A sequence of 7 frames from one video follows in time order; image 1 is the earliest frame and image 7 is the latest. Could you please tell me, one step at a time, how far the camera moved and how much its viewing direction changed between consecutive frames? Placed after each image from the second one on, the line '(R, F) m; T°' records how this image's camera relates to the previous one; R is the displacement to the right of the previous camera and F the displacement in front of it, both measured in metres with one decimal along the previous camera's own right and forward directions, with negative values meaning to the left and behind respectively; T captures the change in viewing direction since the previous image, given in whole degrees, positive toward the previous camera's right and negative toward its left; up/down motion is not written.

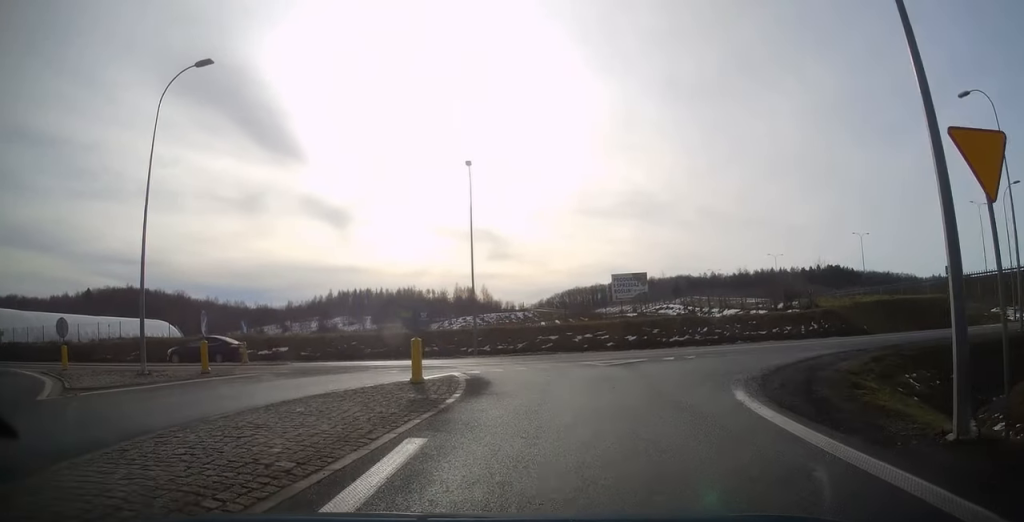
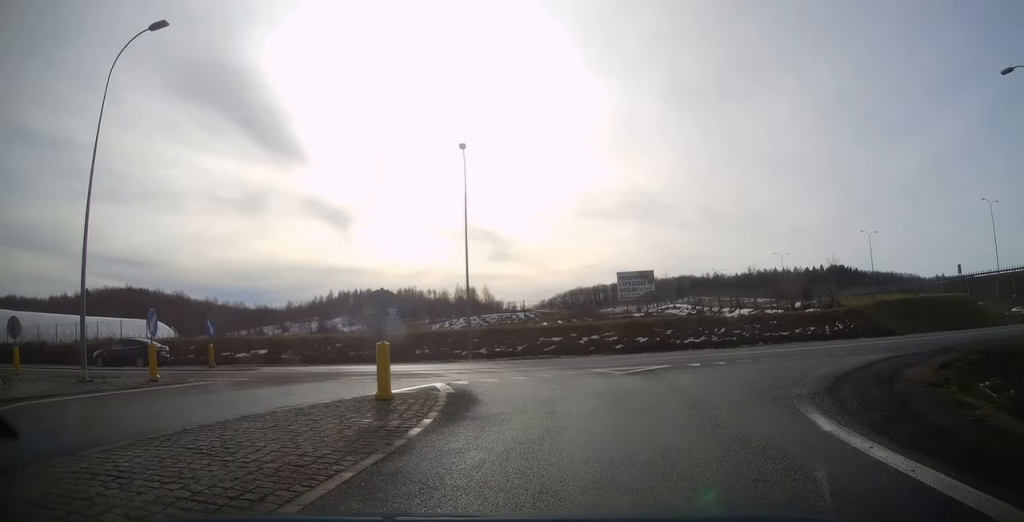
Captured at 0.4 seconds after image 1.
(0.0, +3.4) m; 0°
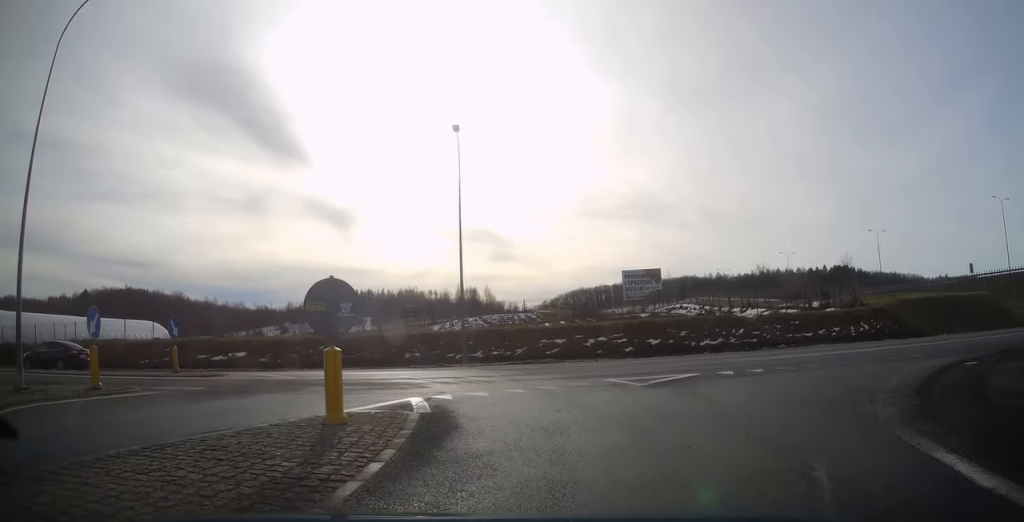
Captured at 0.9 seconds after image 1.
(0.0, +3.4) m; 0°
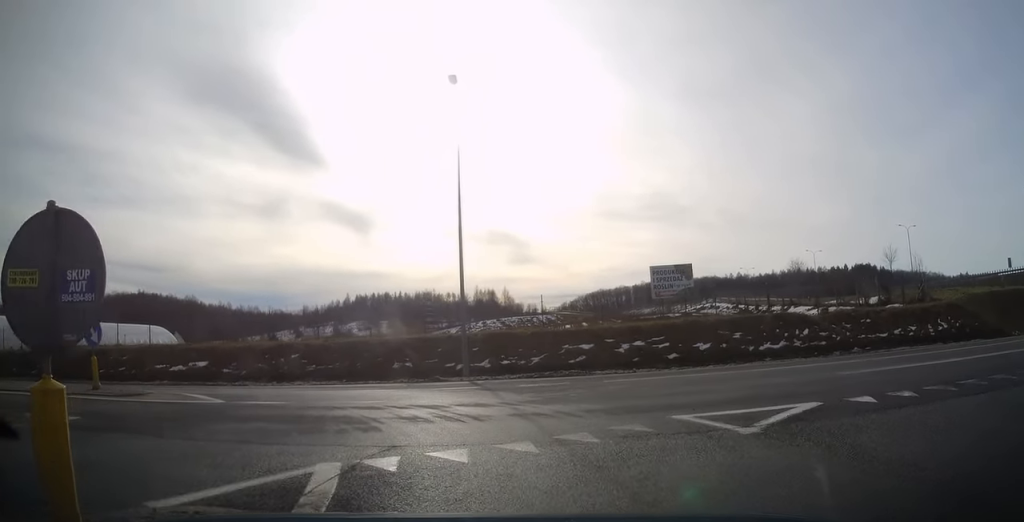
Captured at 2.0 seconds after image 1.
(-0.1, +6.8) m; -2°
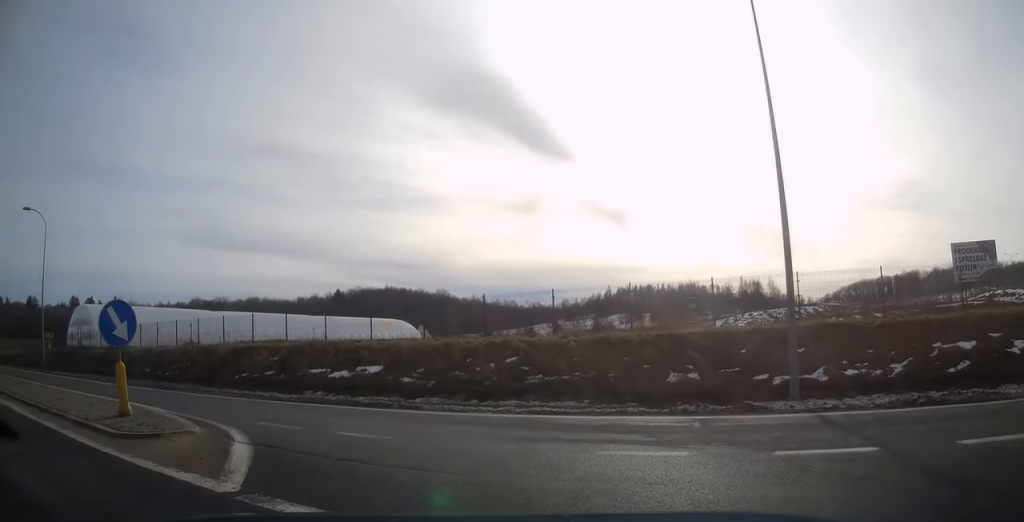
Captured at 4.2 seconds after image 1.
(-1.5, +9.4) m; -24°
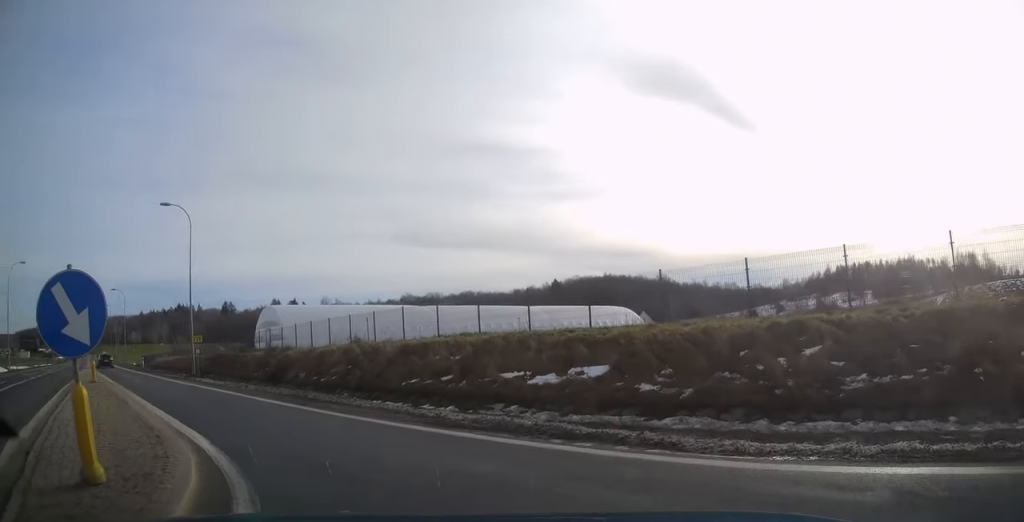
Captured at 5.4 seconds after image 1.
(-0.8, +5.4) m; -22°
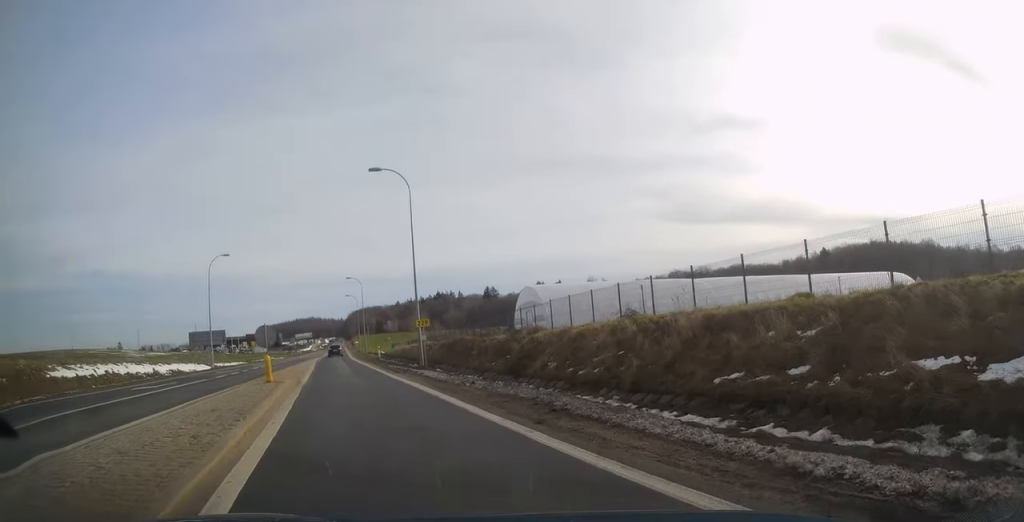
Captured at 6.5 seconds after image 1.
(-1.4, +6.0) m; -22°
